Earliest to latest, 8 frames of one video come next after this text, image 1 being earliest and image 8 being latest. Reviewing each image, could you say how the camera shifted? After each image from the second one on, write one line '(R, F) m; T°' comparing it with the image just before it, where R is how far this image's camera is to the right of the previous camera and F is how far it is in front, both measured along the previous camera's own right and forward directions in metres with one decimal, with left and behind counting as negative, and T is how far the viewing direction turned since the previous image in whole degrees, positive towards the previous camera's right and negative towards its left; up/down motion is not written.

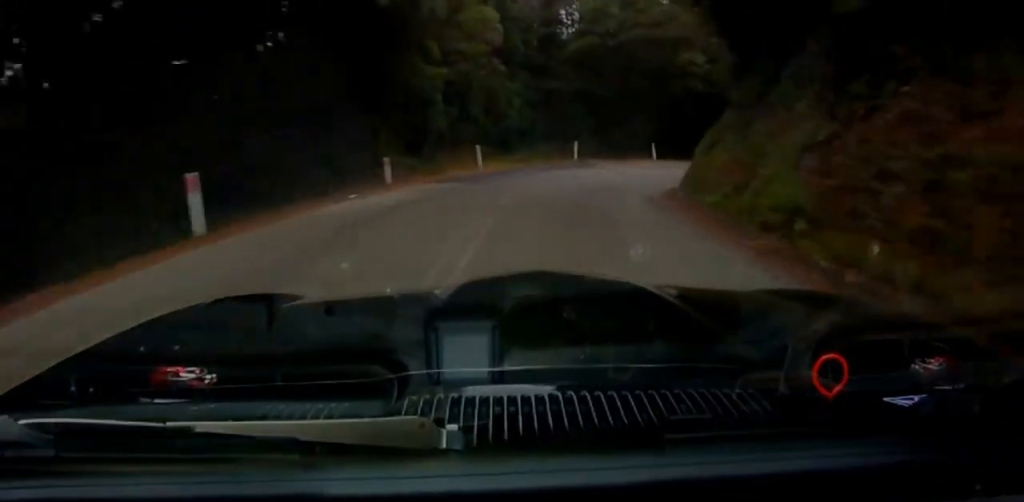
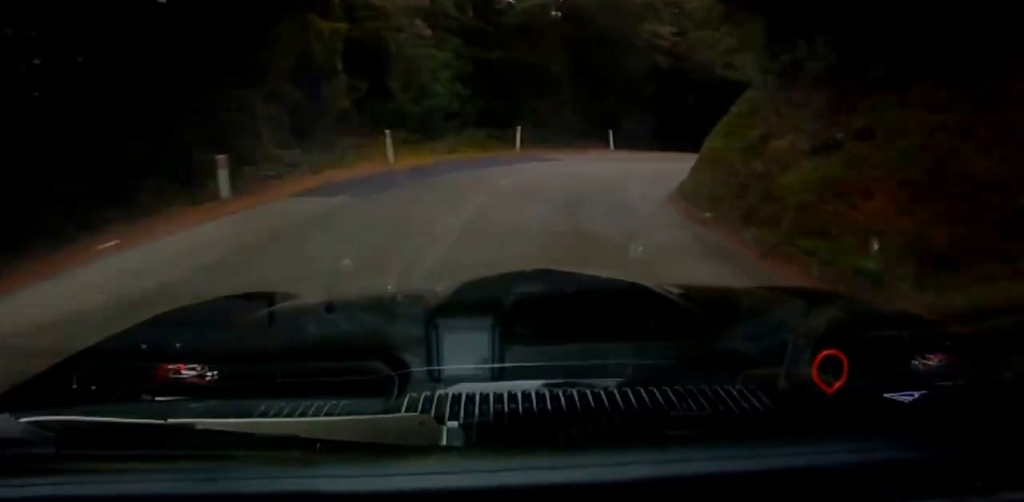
(0.0, +6.8) m; 0°
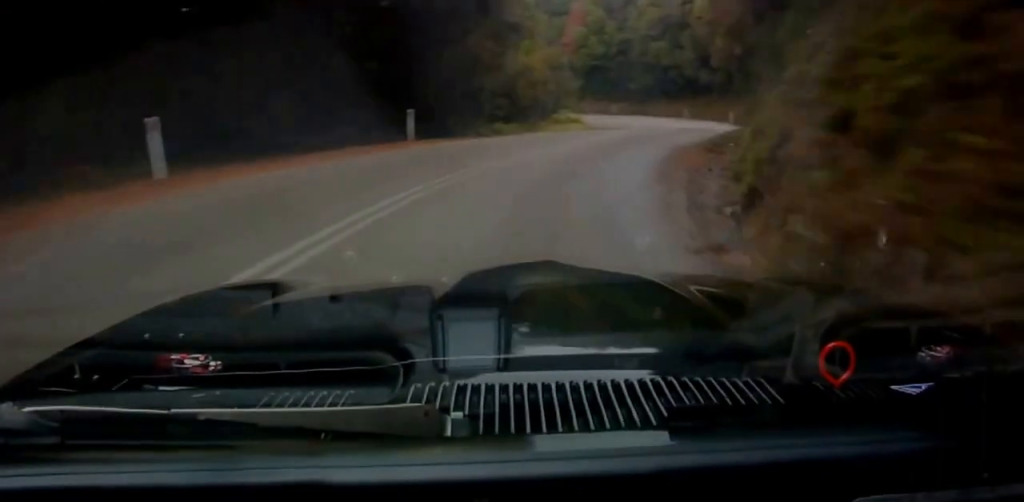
(0.0, +20.1) m; +1°
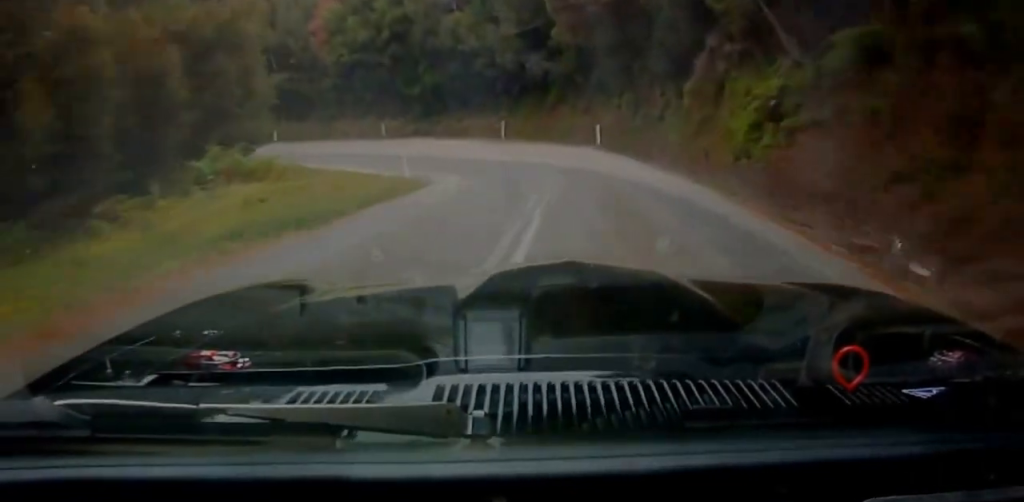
(+0.4, +22.3) m; +2°
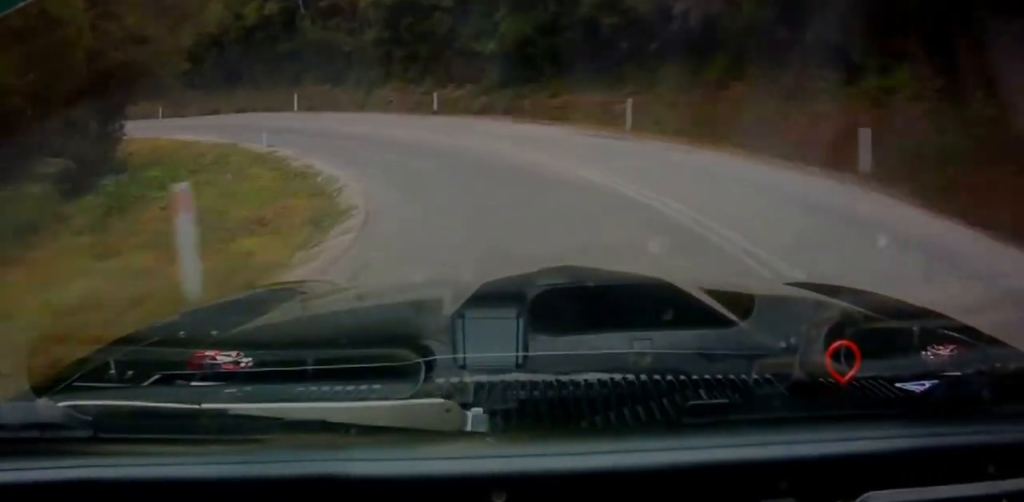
(+0.1, +16.7) m; 0°
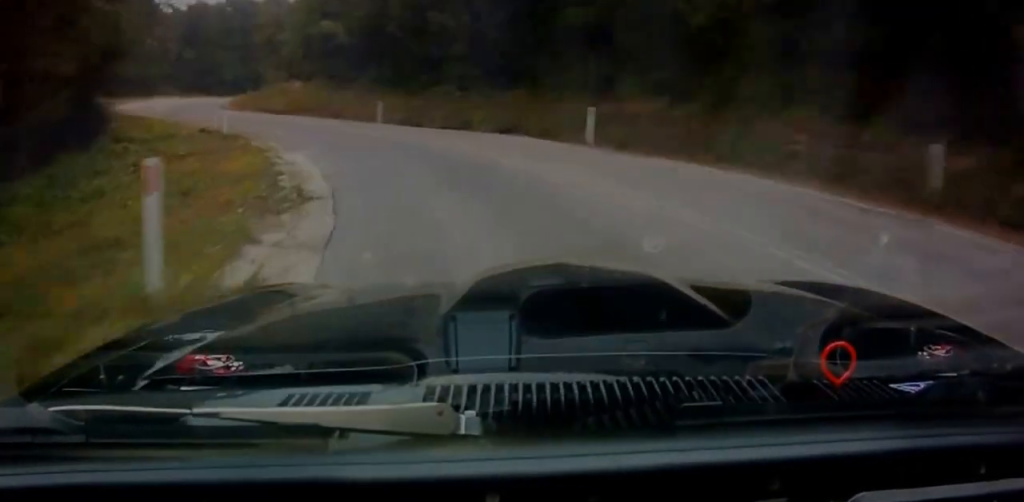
(0.0, +18.3) m; 0°
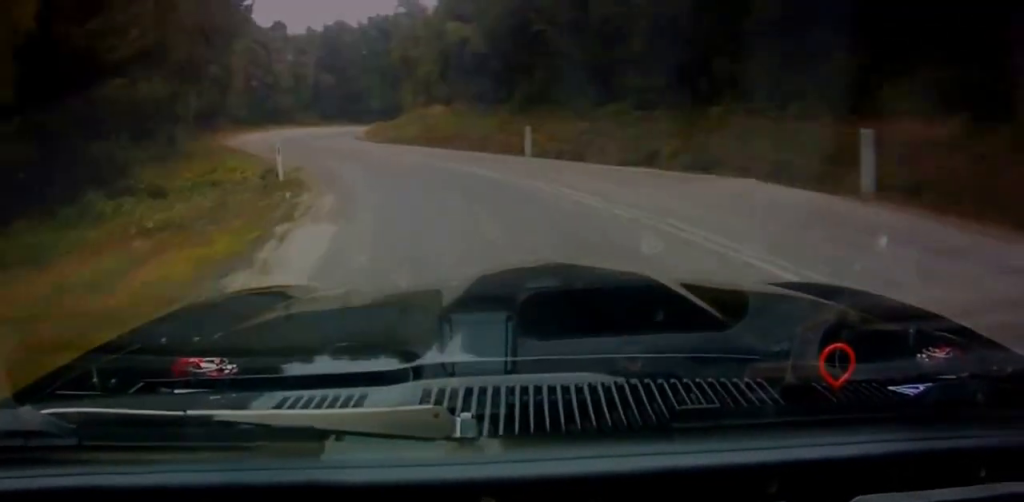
(0.0, +7.5) m; 0°
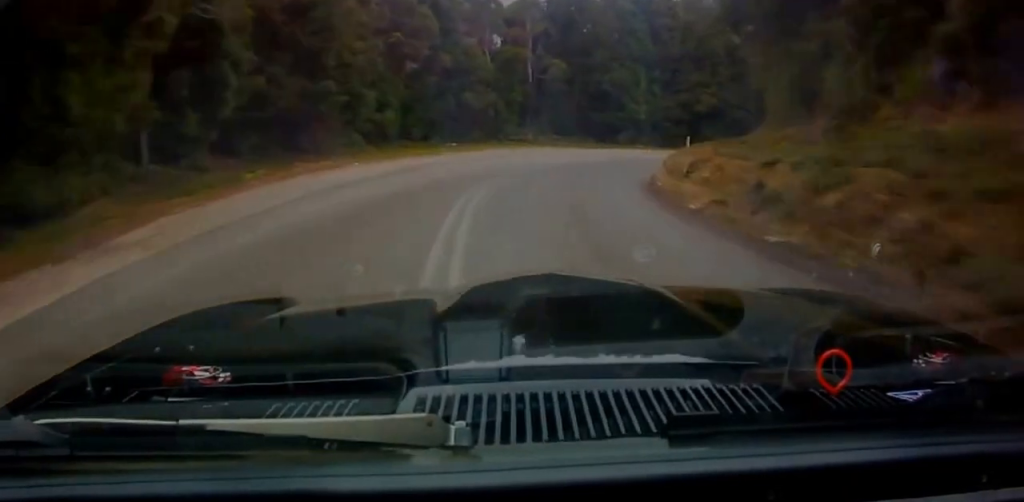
(-1.1, +27.3) m; -11°
